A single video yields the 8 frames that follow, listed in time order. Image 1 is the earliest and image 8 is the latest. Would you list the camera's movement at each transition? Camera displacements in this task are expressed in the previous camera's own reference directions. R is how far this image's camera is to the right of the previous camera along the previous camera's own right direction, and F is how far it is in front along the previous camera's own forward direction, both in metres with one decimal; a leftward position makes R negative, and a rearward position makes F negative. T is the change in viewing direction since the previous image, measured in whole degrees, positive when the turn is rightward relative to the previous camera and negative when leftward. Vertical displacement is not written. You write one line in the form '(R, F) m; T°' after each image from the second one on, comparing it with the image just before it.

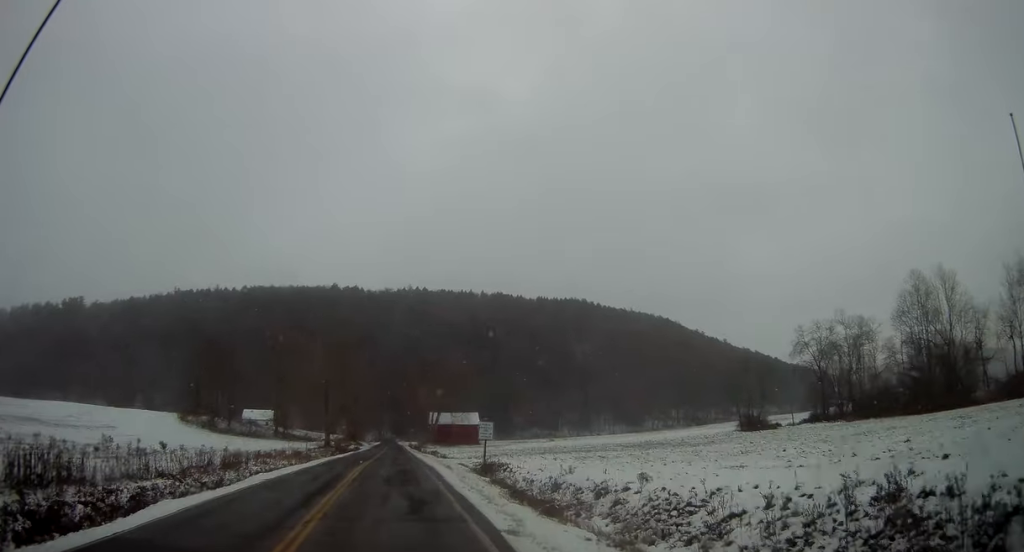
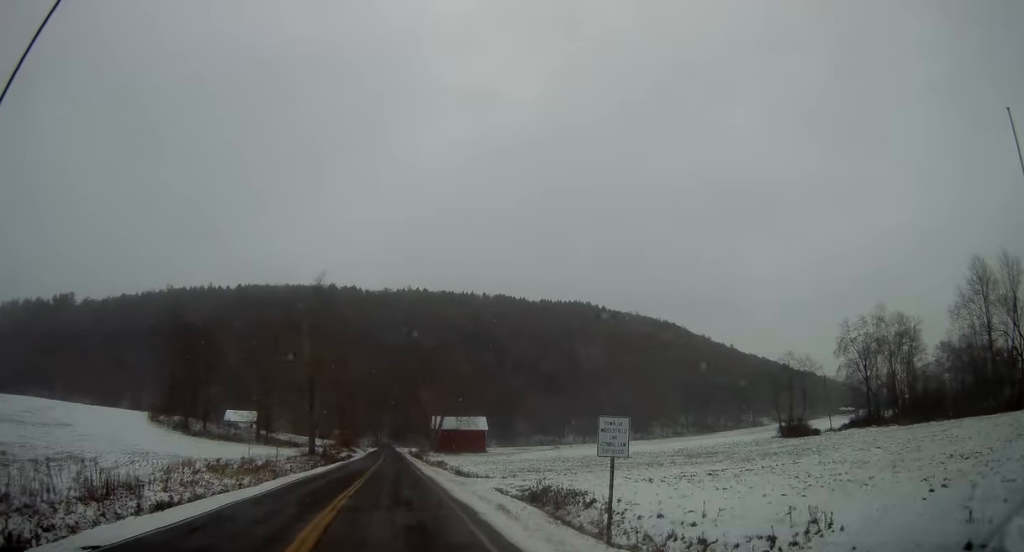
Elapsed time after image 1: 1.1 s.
(0.0, +15.1) m; 0°
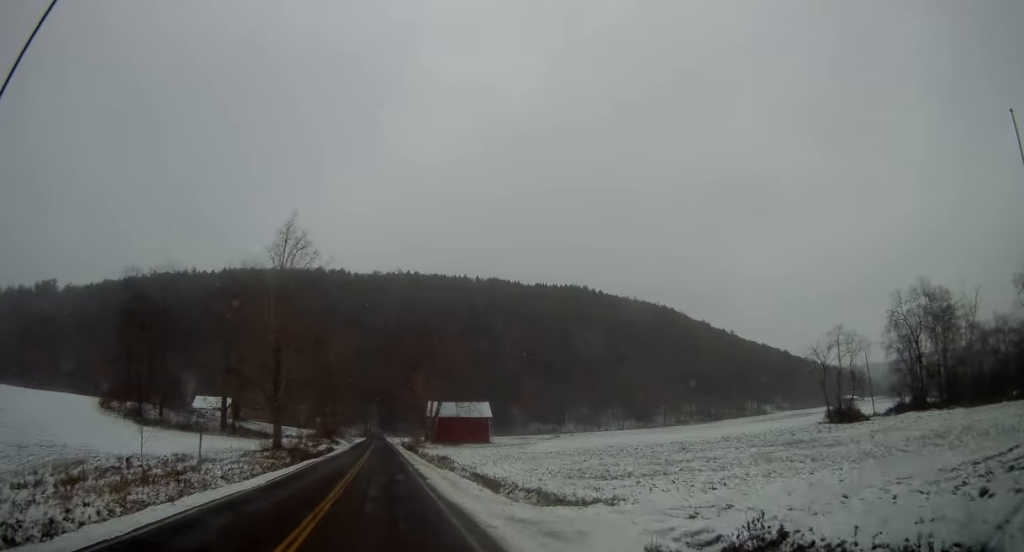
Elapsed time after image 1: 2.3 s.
(-0.1, +16.9) m; -1°
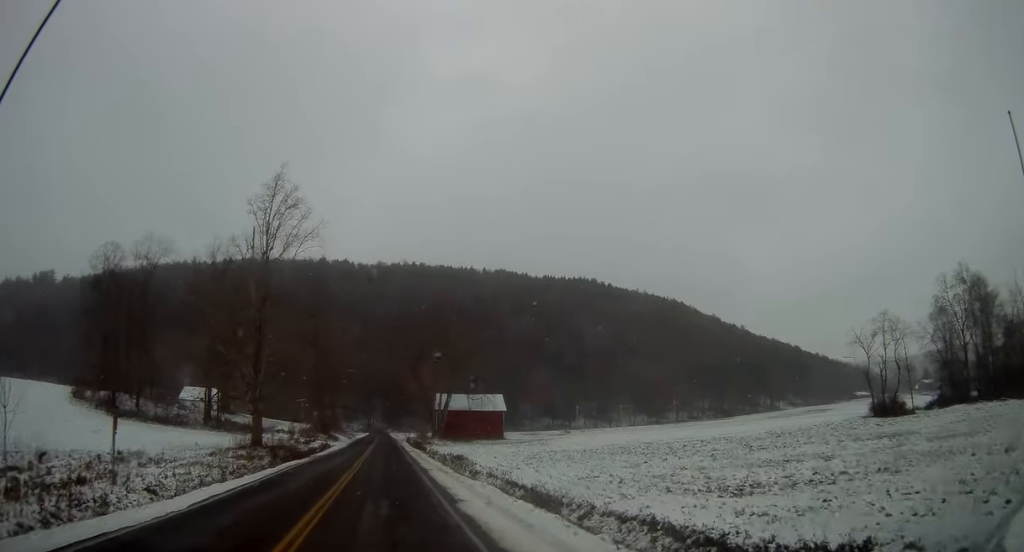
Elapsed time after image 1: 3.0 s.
(0.0, +9.9) m; -1°
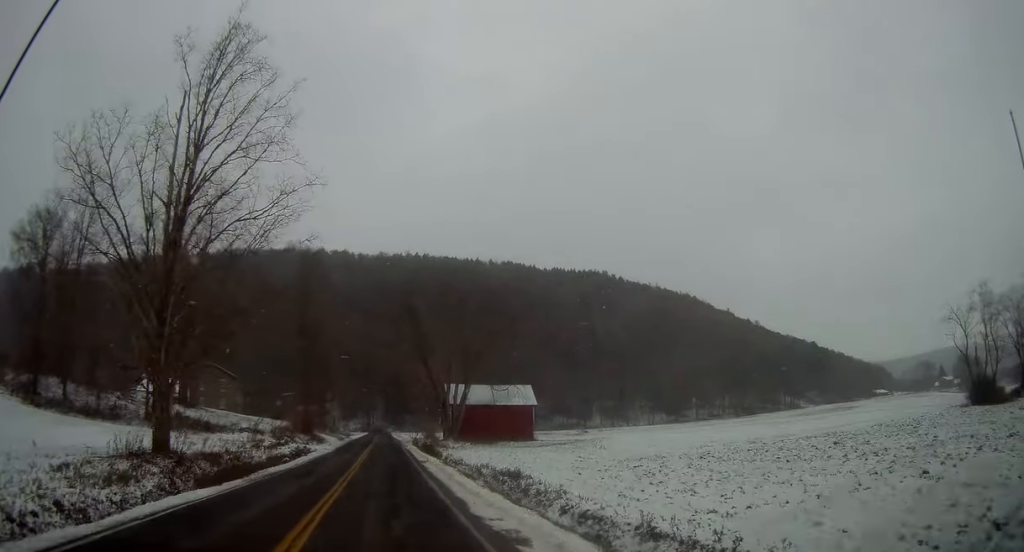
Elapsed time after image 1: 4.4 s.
(-0.4, +19.8) m; 0°
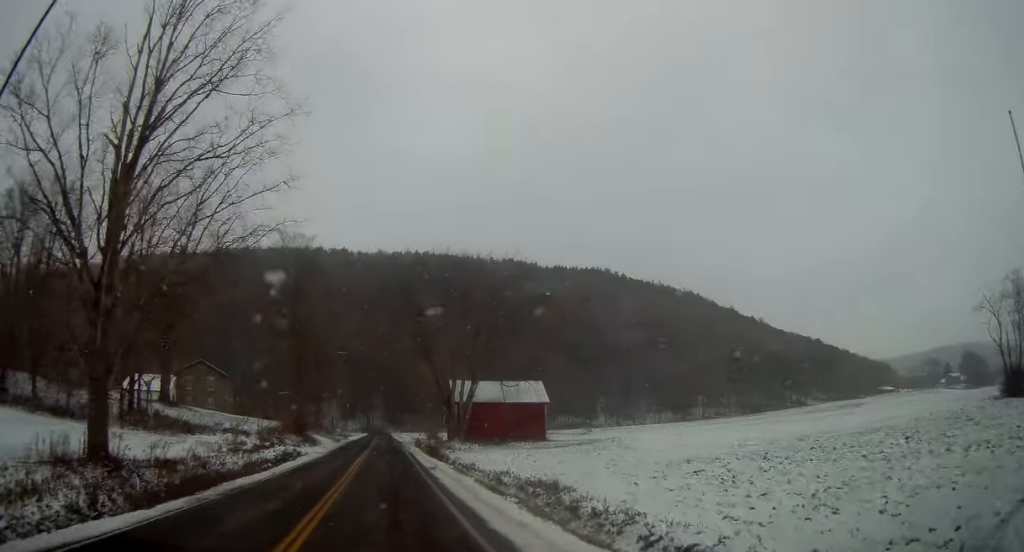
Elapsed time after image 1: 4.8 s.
(+0.2, +6.1) m; +1°
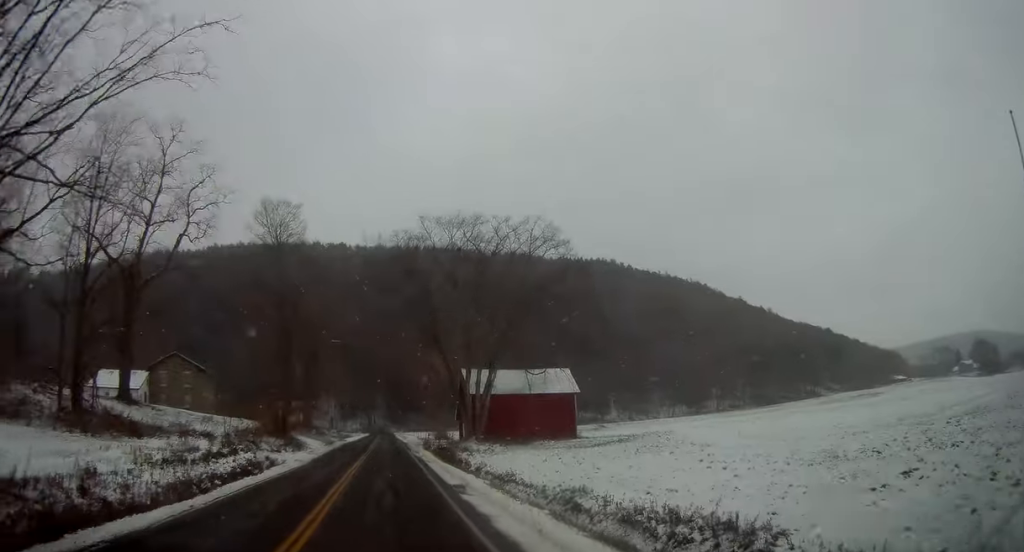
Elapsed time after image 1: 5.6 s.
(+0.2, +11.4) m; +1°
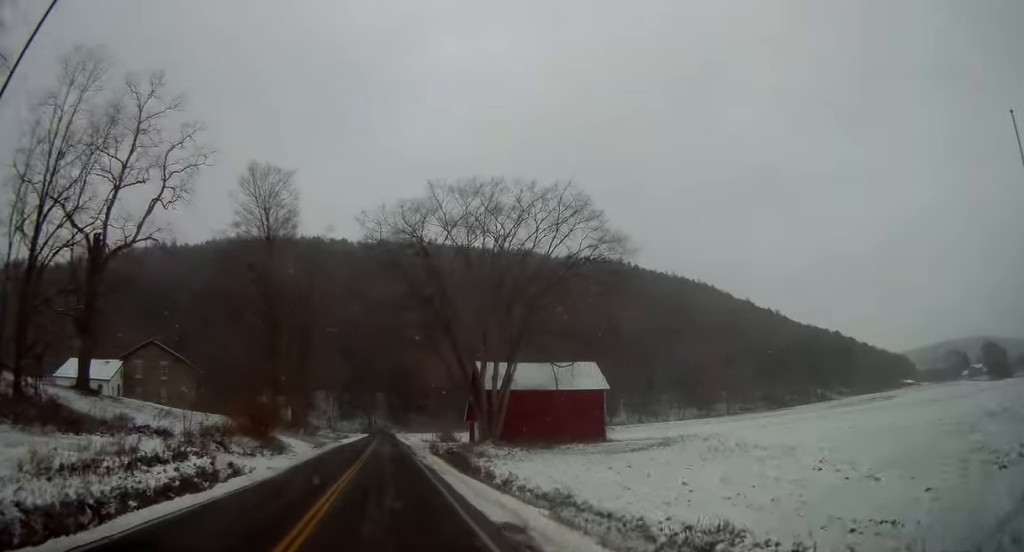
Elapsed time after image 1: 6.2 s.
(0.0, +8.5) m; 0°
